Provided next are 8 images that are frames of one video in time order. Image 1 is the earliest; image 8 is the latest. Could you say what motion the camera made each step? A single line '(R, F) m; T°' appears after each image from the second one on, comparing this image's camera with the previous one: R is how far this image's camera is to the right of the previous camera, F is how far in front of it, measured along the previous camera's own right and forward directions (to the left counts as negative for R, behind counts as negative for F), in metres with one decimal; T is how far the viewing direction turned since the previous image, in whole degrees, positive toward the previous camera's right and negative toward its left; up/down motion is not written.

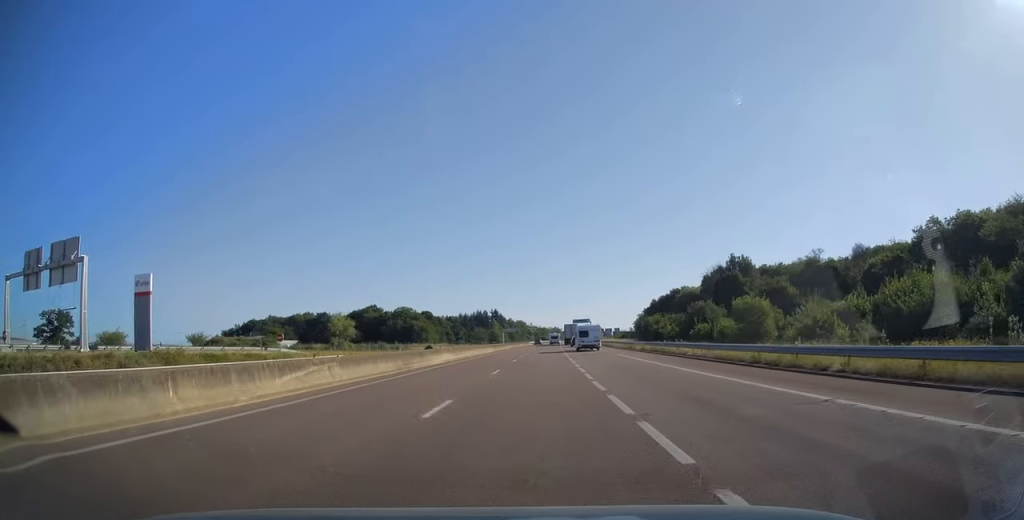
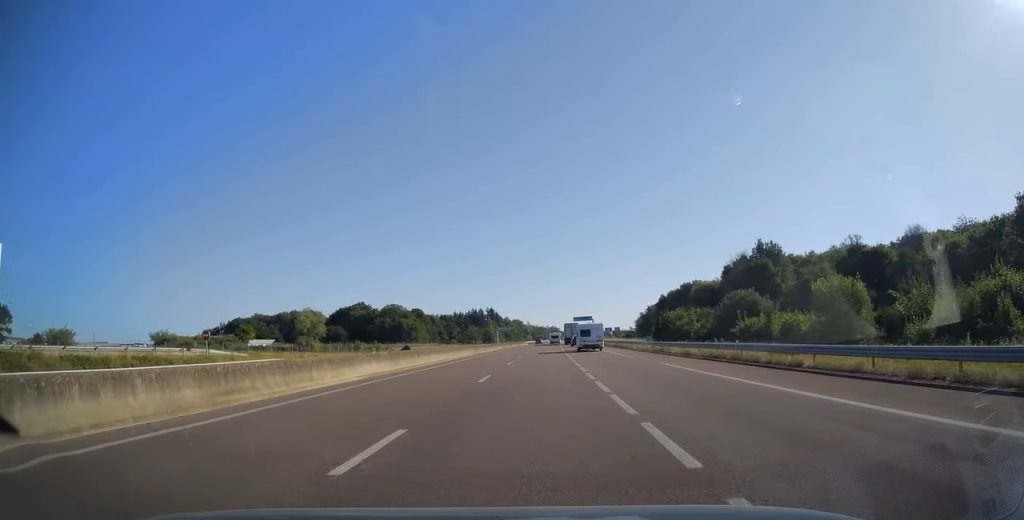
(+0.1, +17.5) m; 0°
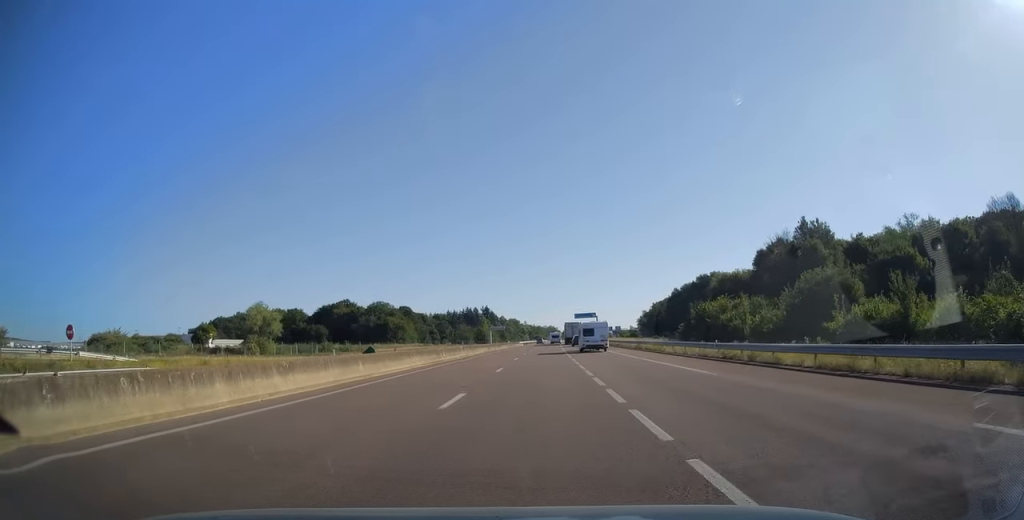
(0.0, +20.1) m; 0°
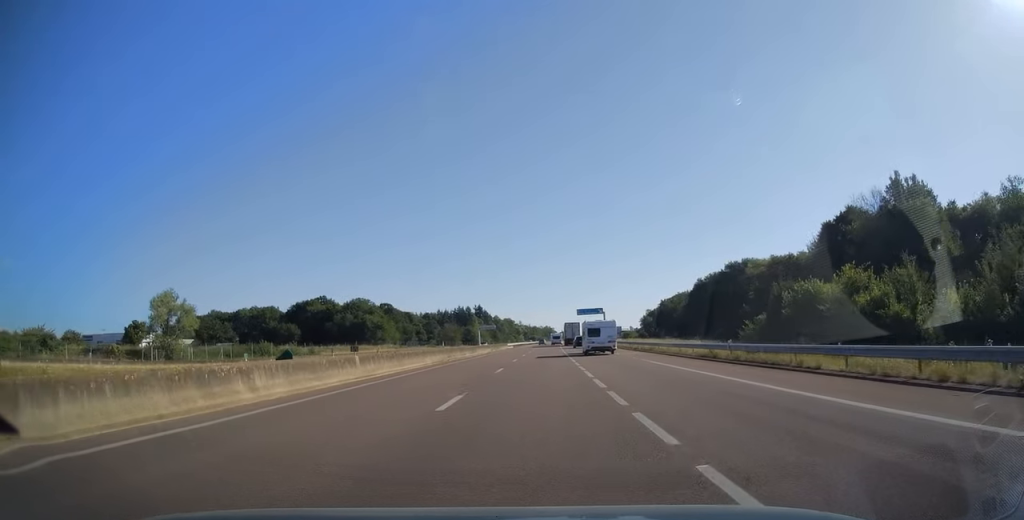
(0.0, +26.3) m; 0°
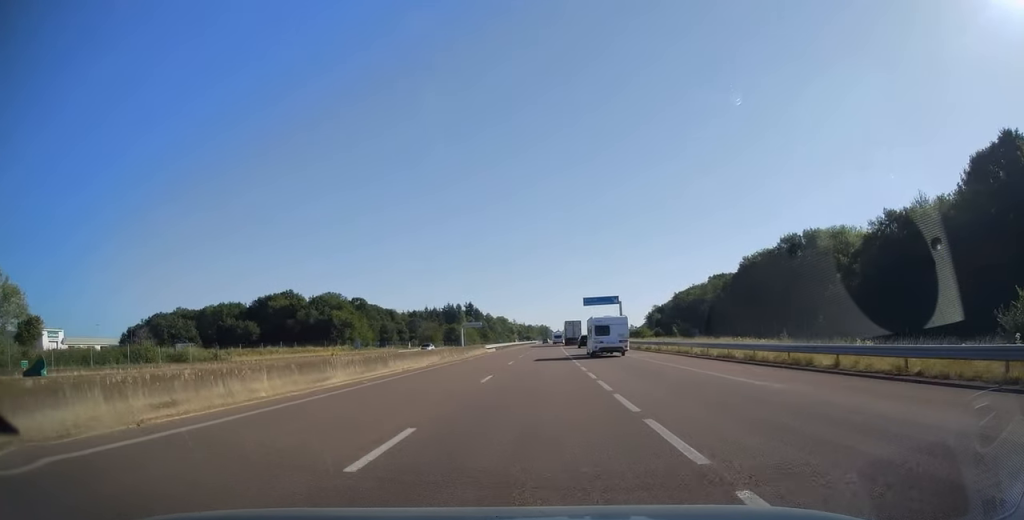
(+0.2, +31.4) m; +1°
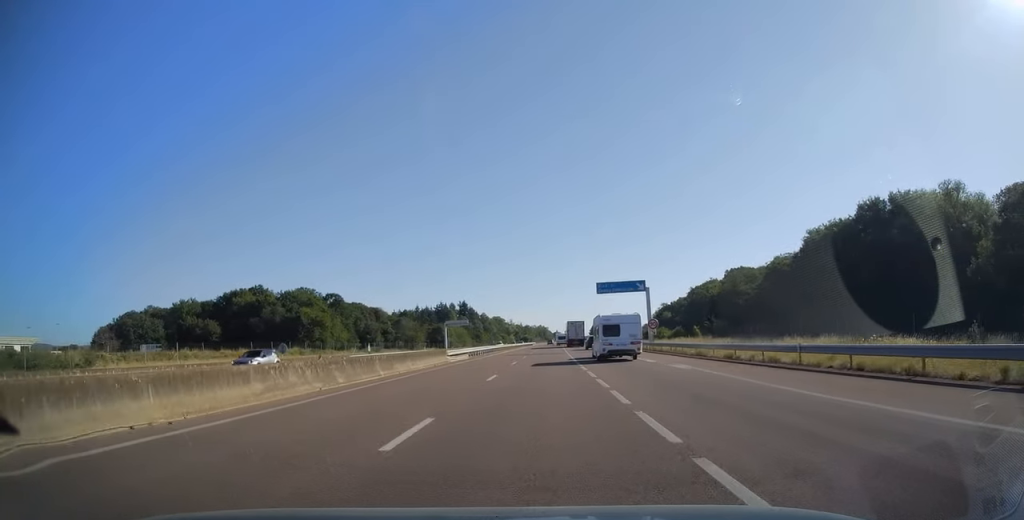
(+0.1, +24.7) m; 0°
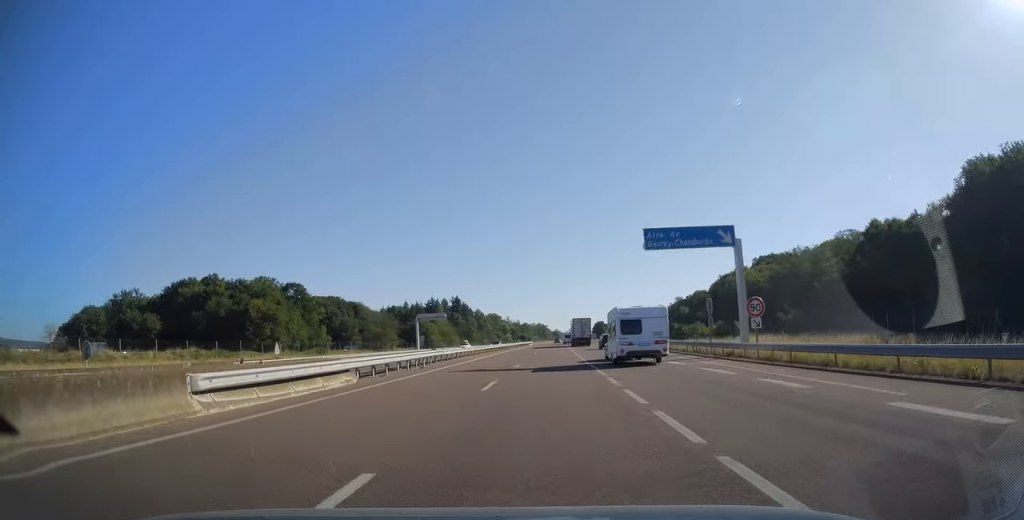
(0.0, +30.4) m; 0°
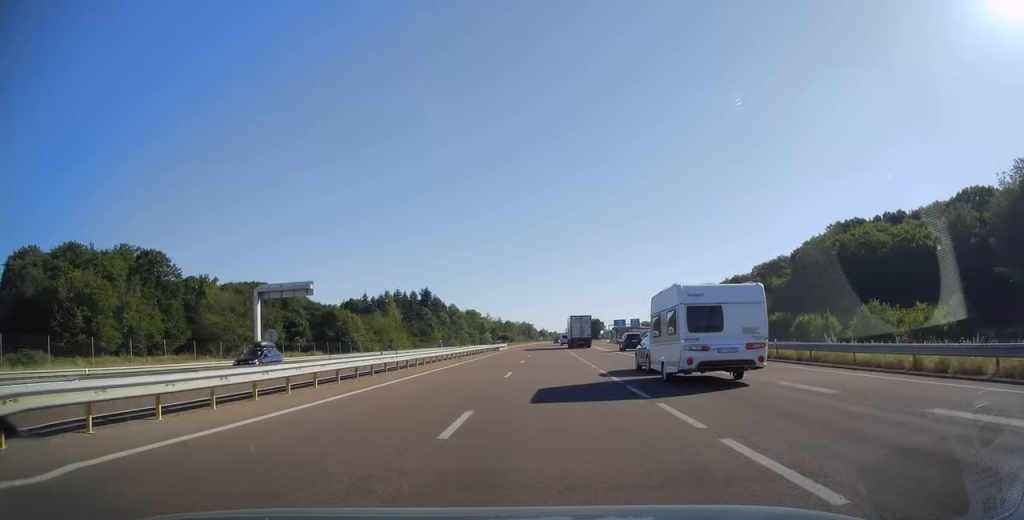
(+0.3, +59.3) m; +1°
